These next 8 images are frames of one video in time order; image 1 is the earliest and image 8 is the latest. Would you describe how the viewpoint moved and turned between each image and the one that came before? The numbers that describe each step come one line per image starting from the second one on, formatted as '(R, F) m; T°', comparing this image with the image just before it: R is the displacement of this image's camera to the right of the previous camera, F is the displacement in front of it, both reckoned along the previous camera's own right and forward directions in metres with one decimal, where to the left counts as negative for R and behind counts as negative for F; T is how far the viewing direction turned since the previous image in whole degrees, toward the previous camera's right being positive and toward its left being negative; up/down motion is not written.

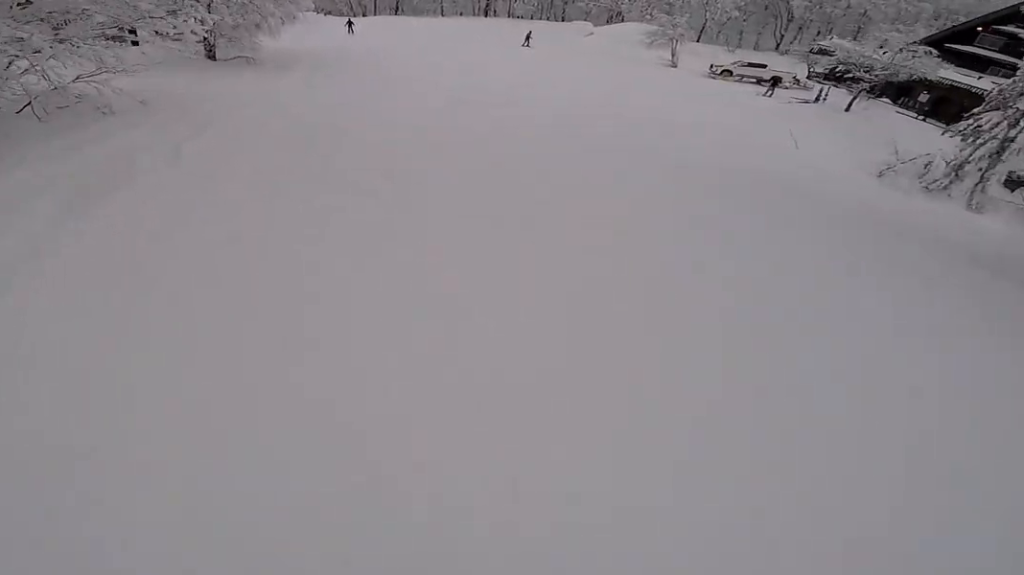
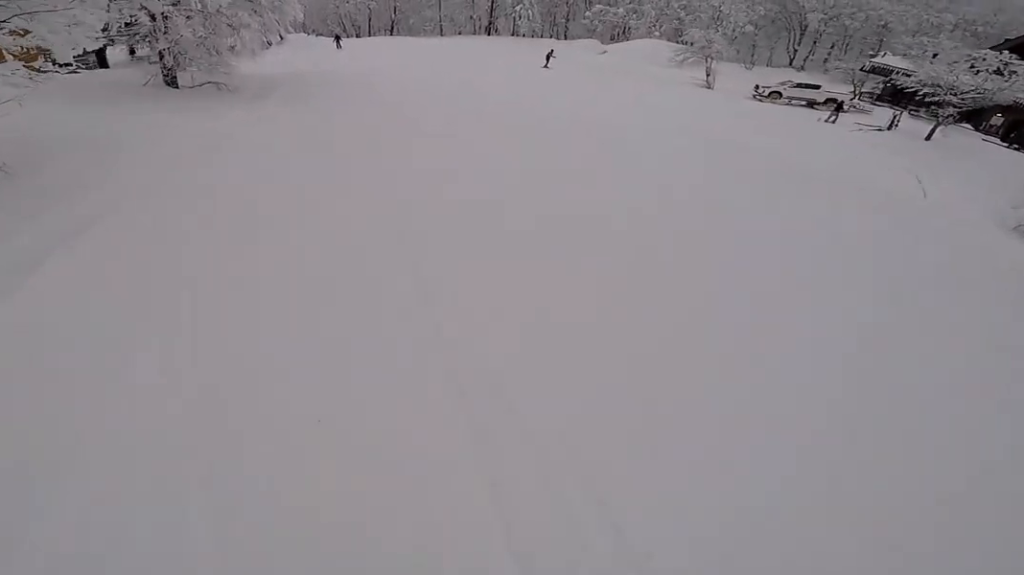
(0.0, +5.1) m; 0°
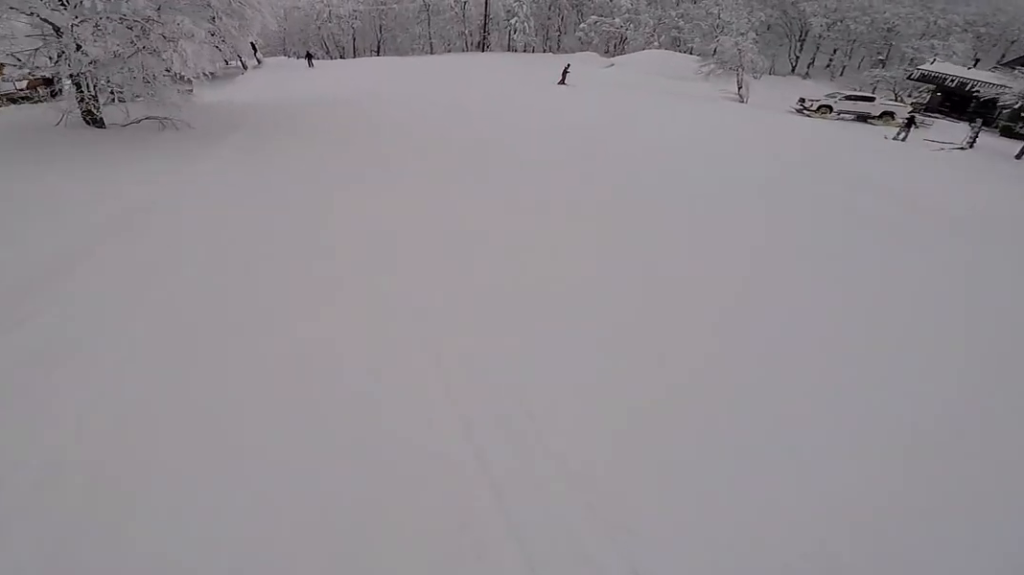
(0.0, +4.8) m; 0°
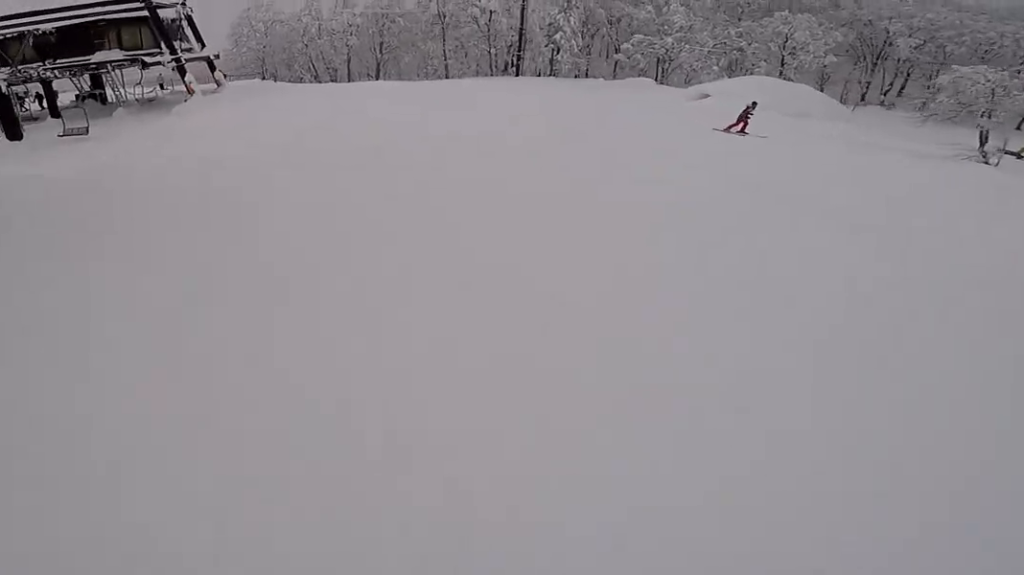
(0.0, +14.6) m; 0°
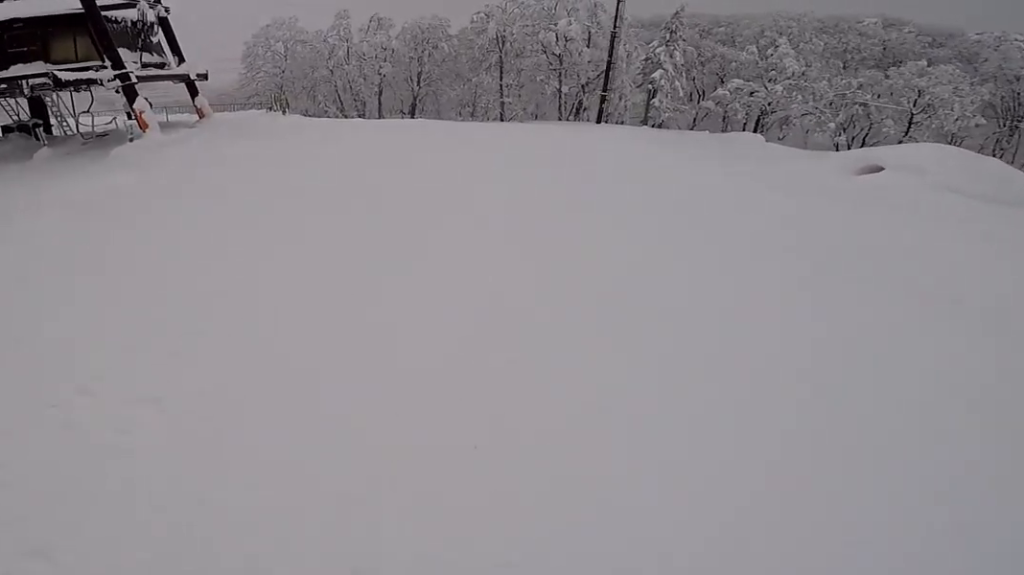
(0.0, +9.8) m; -4°
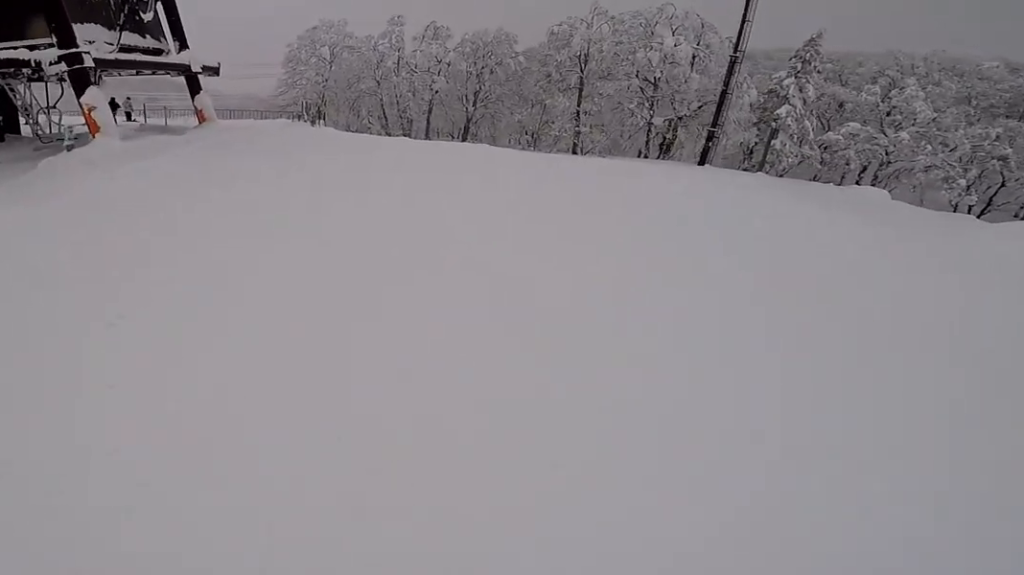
(+0.5, +6.1) m; -7°
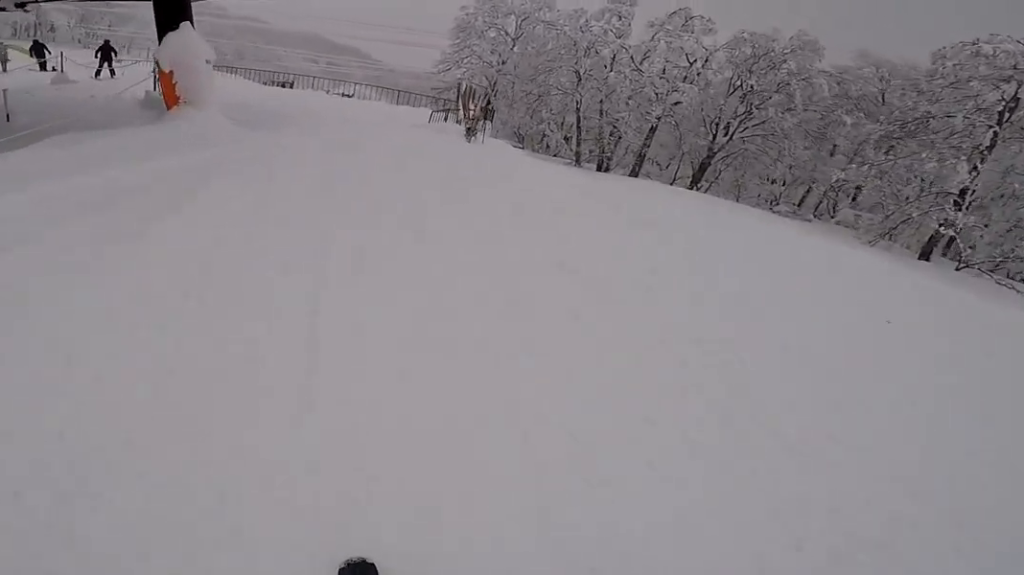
(-3.2, +10.1) m; -29°
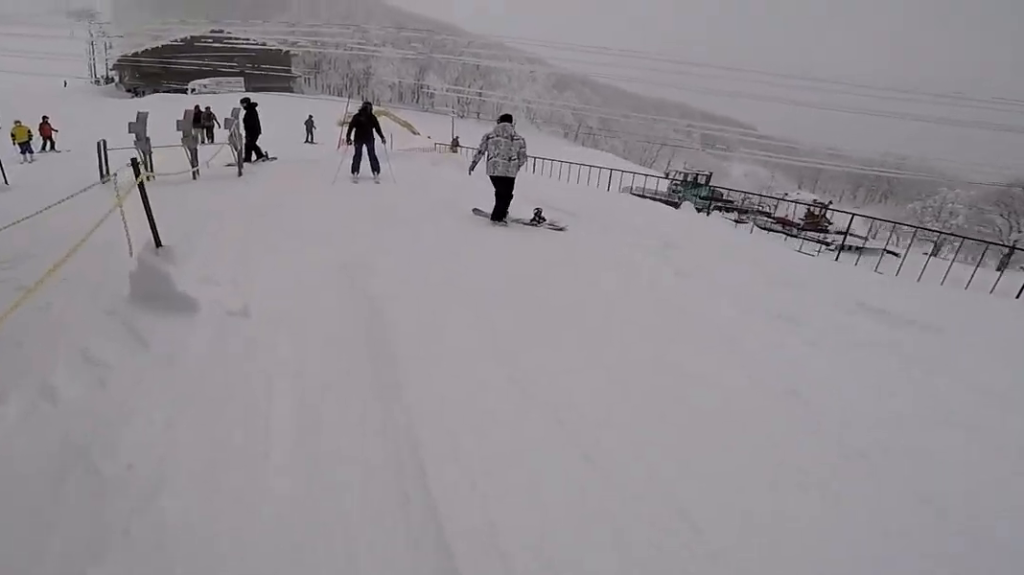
(-3.2, +11.8) m; -29°
